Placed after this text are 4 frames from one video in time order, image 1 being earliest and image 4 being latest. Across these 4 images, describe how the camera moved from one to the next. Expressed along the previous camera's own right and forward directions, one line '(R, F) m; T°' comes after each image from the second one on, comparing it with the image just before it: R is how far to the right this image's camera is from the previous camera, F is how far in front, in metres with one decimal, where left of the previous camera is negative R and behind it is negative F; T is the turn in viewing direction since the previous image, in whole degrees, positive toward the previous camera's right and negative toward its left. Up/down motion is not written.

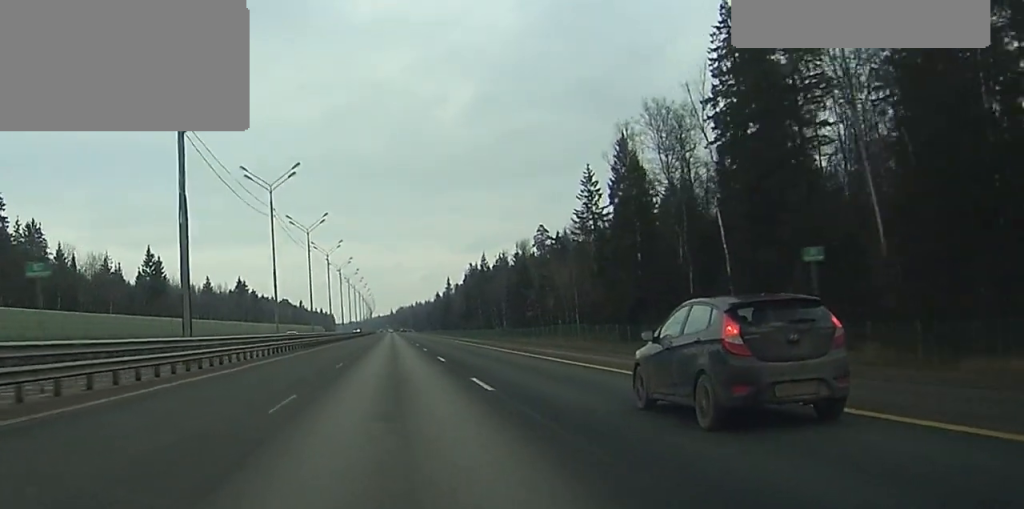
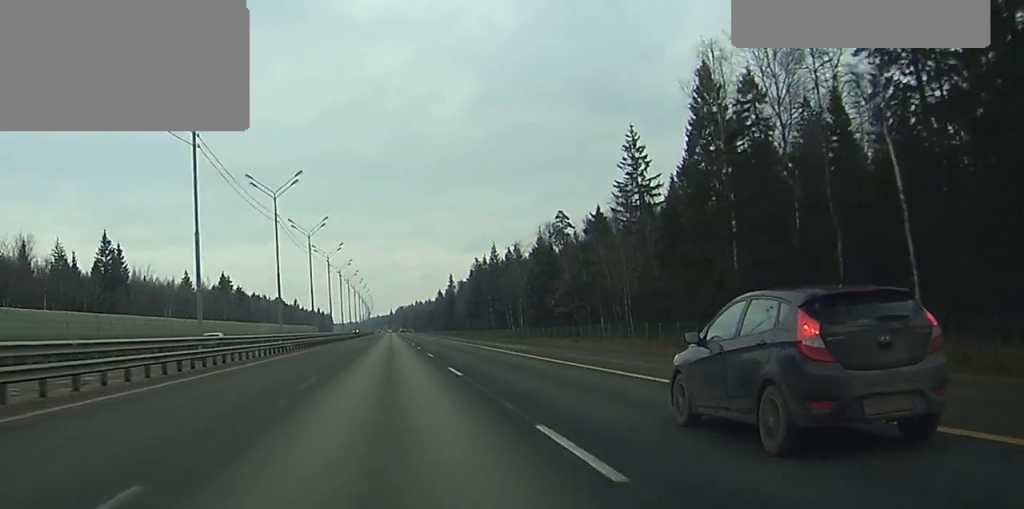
(0.0, +26.4) m; 0°
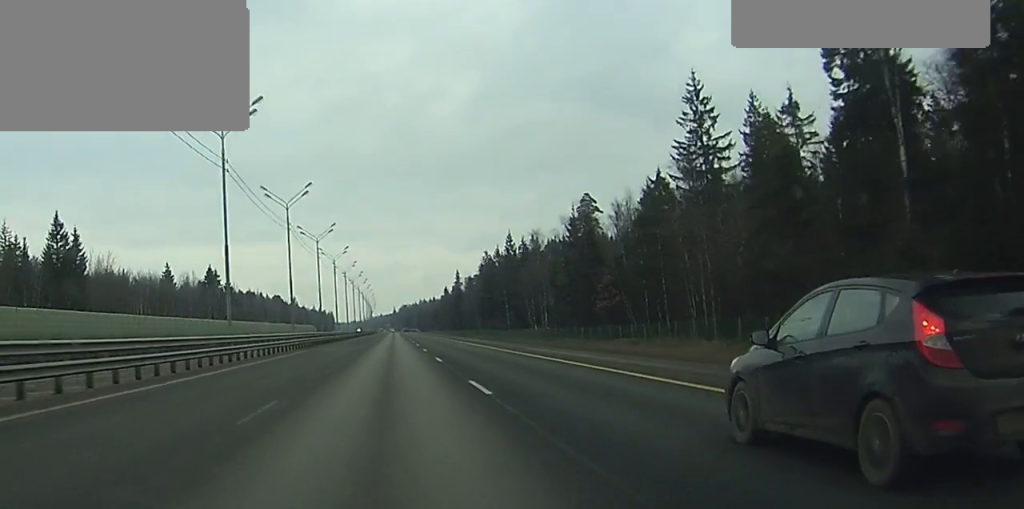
(0.0, +23.2) m; 0°
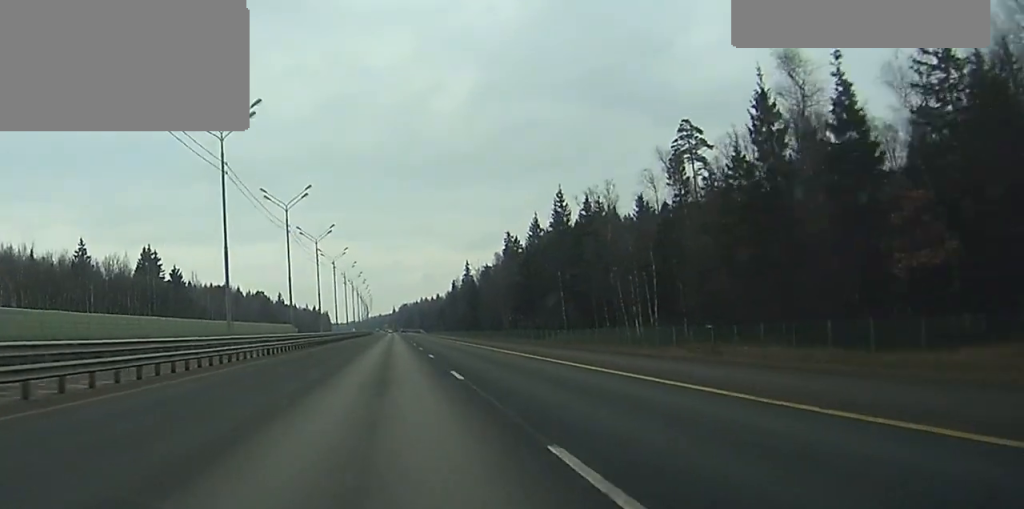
(-0.3, +60.0) m; -1°
